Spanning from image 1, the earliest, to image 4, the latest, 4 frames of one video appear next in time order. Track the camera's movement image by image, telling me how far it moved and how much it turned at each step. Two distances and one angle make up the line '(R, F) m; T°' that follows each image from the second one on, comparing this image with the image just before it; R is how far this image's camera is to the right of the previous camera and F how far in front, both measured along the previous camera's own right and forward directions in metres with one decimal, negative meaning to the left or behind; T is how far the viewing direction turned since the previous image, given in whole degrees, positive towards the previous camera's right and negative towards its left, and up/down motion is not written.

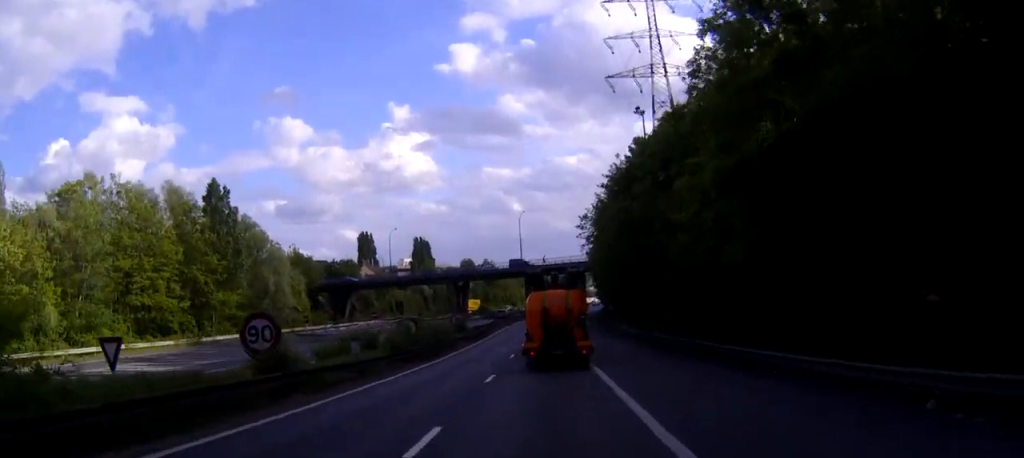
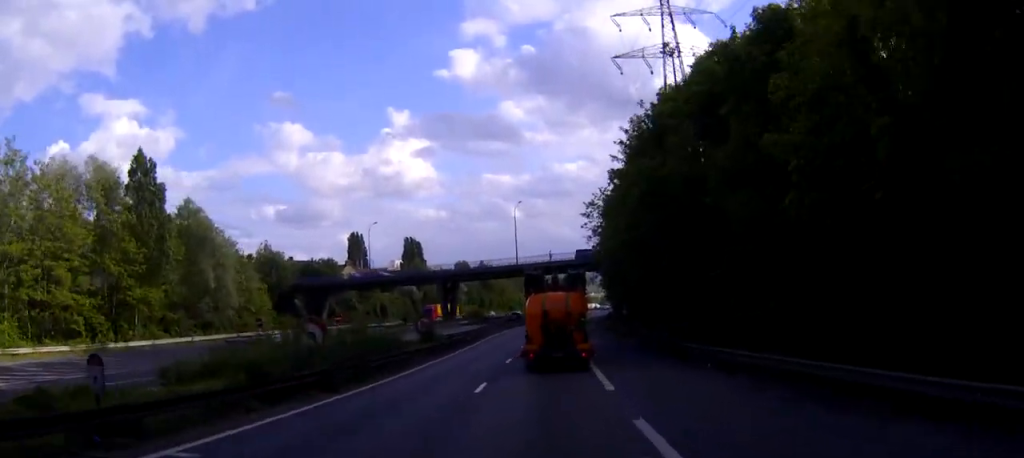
(0.0, +16.4) m; 0°
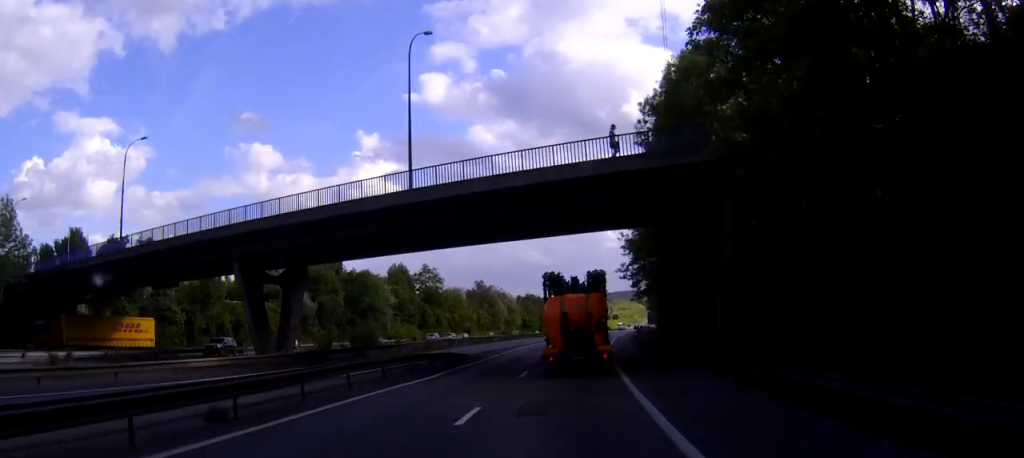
(-0.1, +72.0) m; +2°
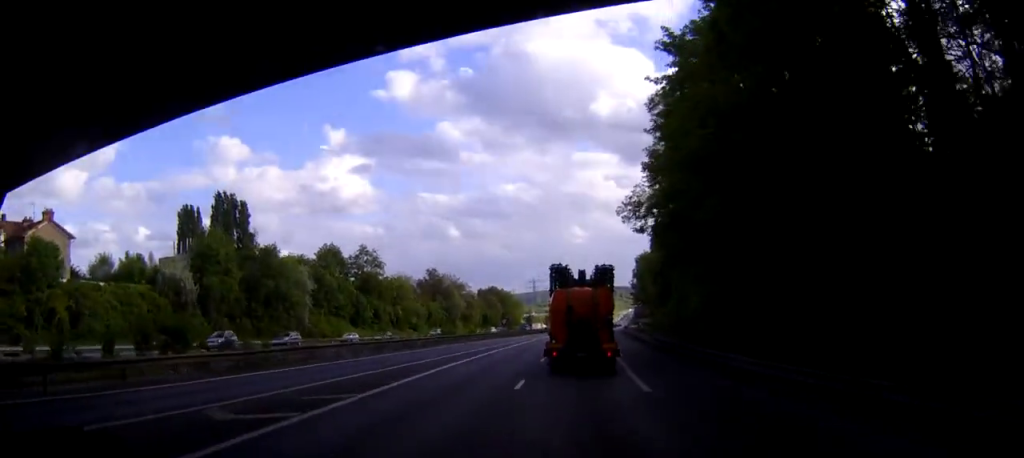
(+0.8, +32.9) m; +4°
